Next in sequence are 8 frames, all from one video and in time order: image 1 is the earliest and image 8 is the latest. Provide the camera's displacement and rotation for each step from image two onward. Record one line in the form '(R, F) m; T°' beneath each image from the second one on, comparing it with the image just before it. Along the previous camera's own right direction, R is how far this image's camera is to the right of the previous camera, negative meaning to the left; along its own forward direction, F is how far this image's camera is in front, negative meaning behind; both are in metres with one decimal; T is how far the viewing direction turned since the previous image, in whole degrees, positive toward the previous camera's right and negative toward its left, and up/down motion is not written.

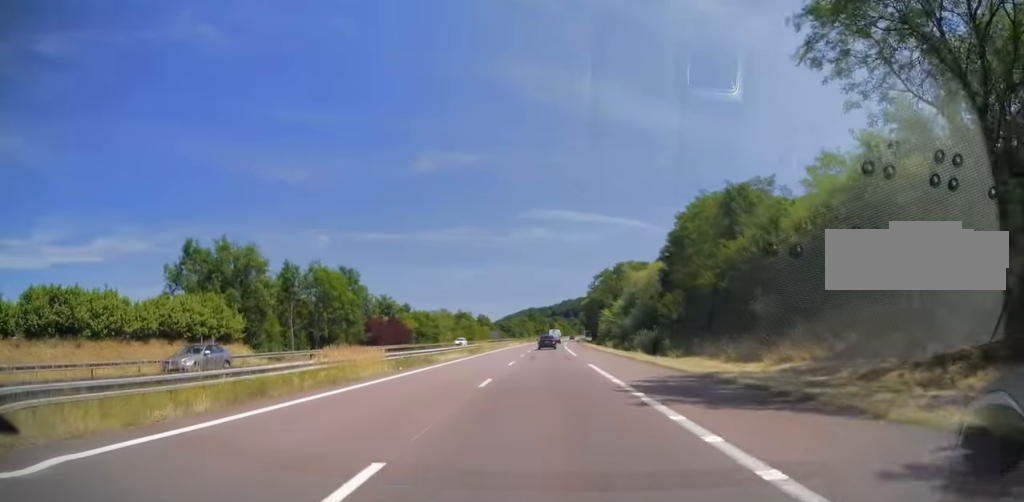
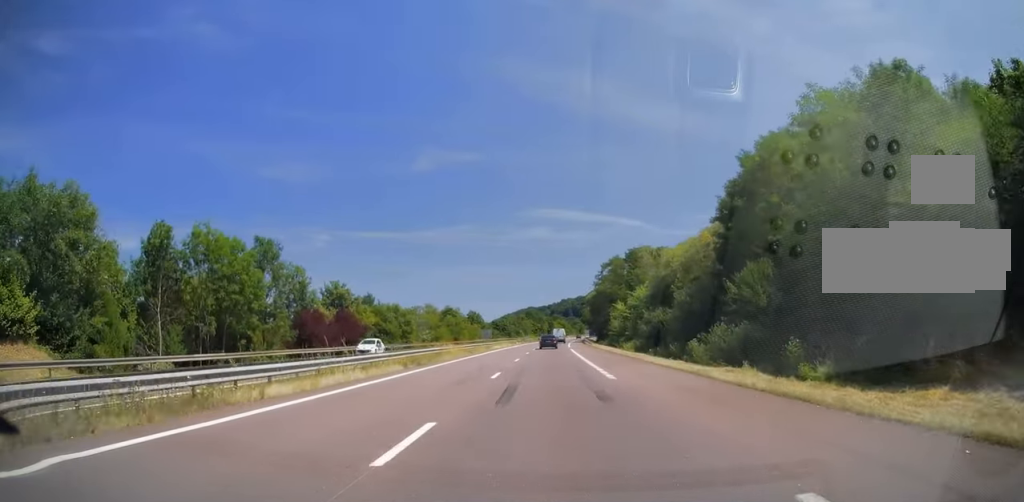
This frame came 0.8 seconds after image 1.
(0.0, +23.1) m; 0°
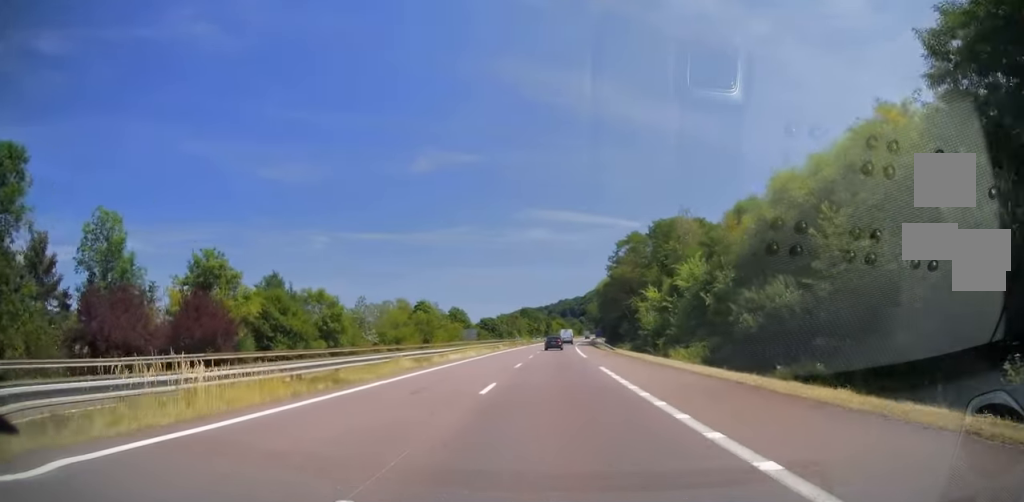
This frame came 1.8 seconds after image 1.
(+0.1, +30.9) m; 0°
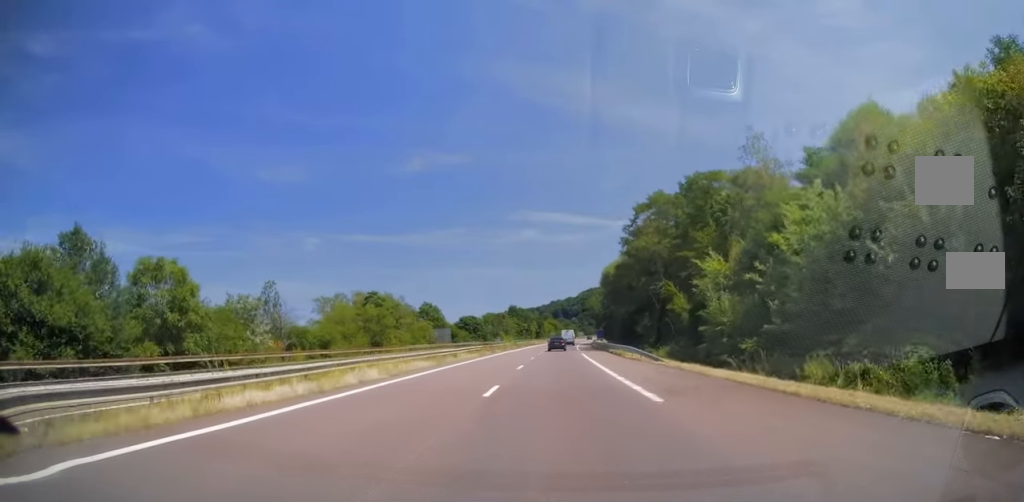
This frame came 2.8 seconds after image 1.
(0.0, +27.0) m; 0°
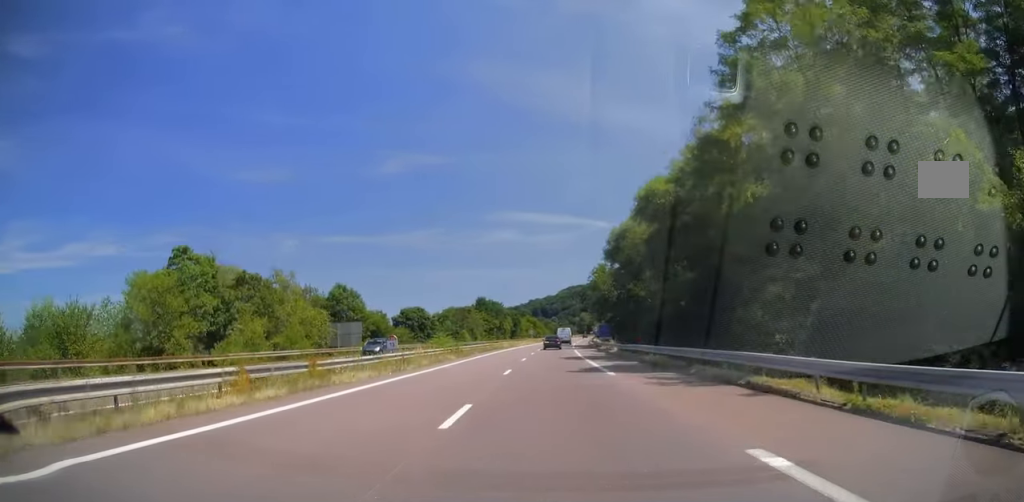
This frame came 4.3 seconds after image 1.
(+1.0, +44.7) m; +2°
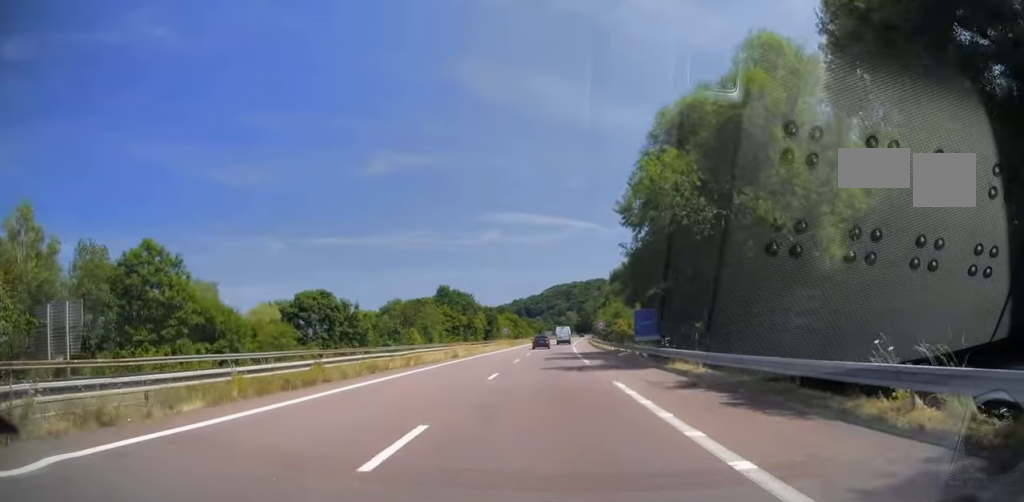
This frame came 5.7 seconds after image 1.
(0.0, +42.2) m; +1°
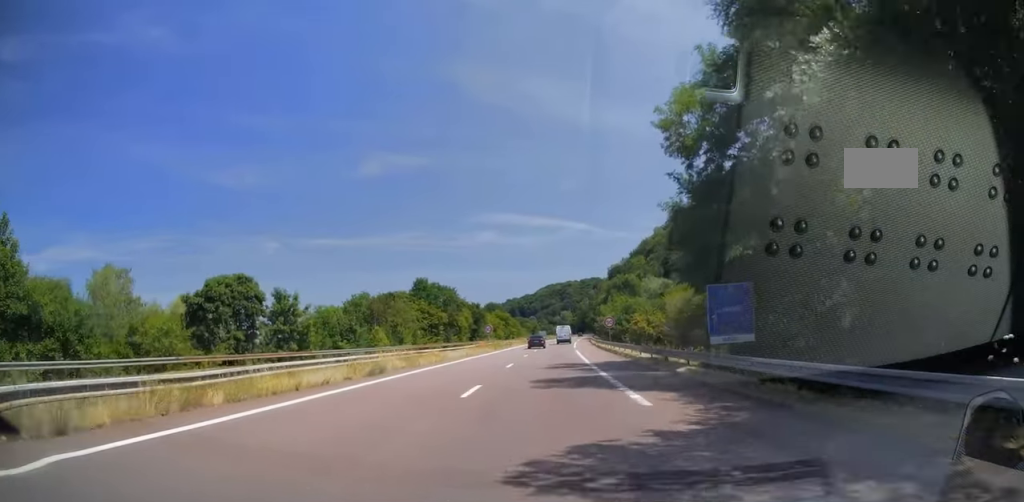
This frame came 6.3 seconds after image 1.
(+0.5, +18.6) m; +1°
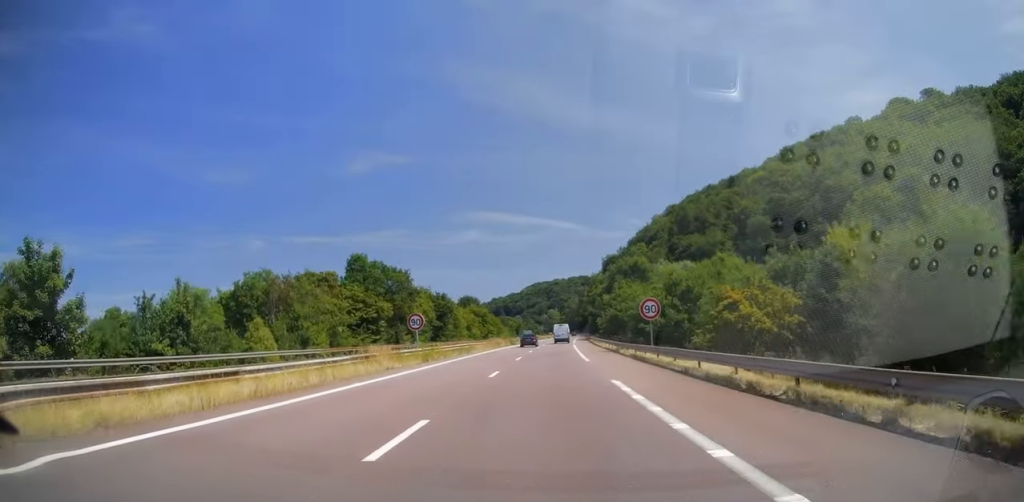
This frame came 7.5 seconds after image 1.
(+0.3, +33.6) m; +1°
